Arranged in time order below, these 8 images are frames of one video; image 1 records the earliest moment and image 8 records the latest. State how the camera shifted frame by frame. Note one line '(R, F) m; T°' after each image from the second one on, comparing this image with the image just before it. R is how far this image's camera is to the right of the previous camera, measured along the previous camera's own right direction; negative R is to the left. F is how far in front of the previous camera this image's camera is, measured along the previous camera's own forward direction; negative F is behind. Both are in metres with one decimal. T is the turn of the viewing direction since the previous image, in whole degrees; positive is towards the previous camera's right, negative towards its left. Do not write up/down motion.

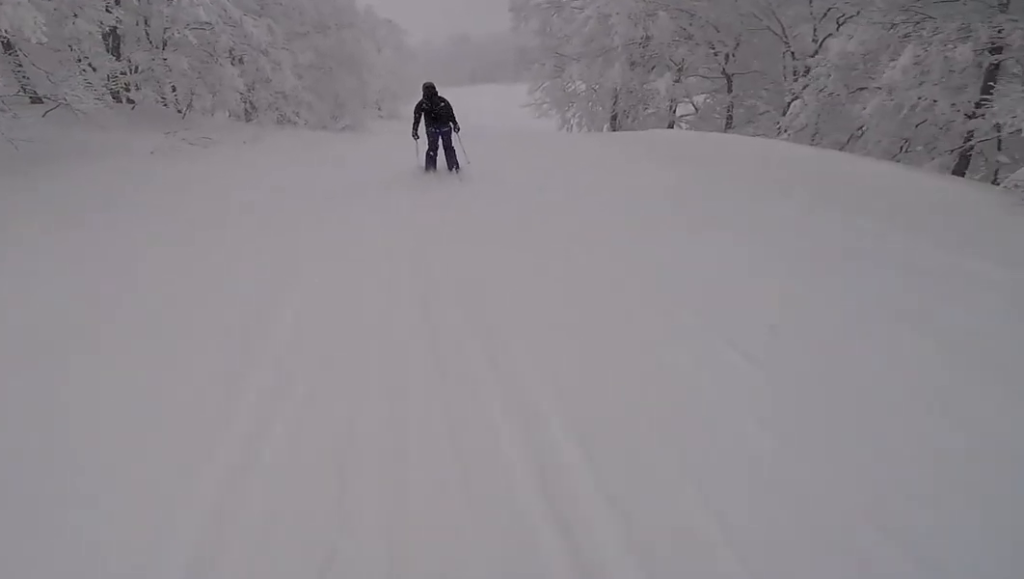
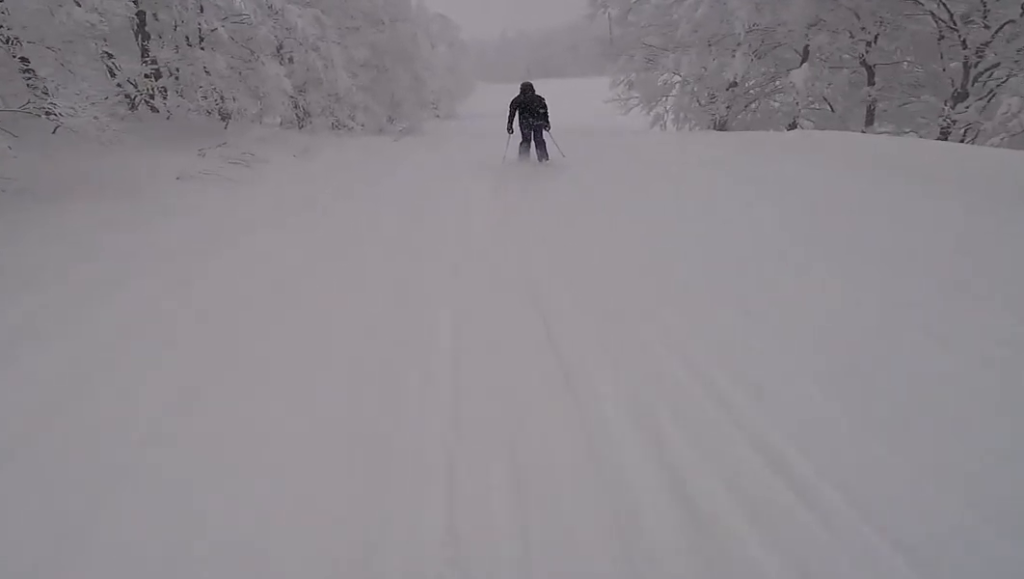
(+0.3, +2.4) m; 0°
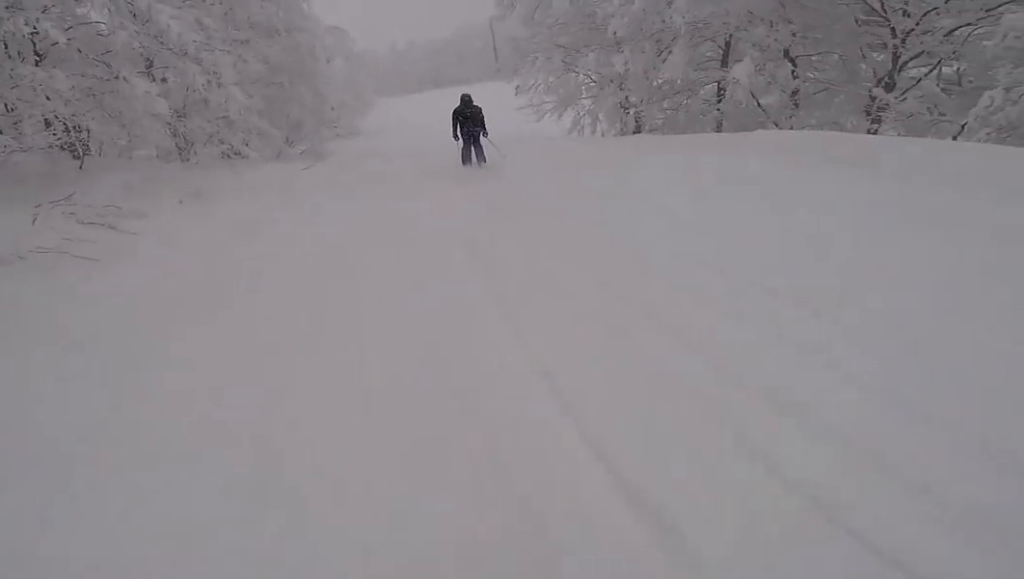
(-0.2, +2.4) m; +4°
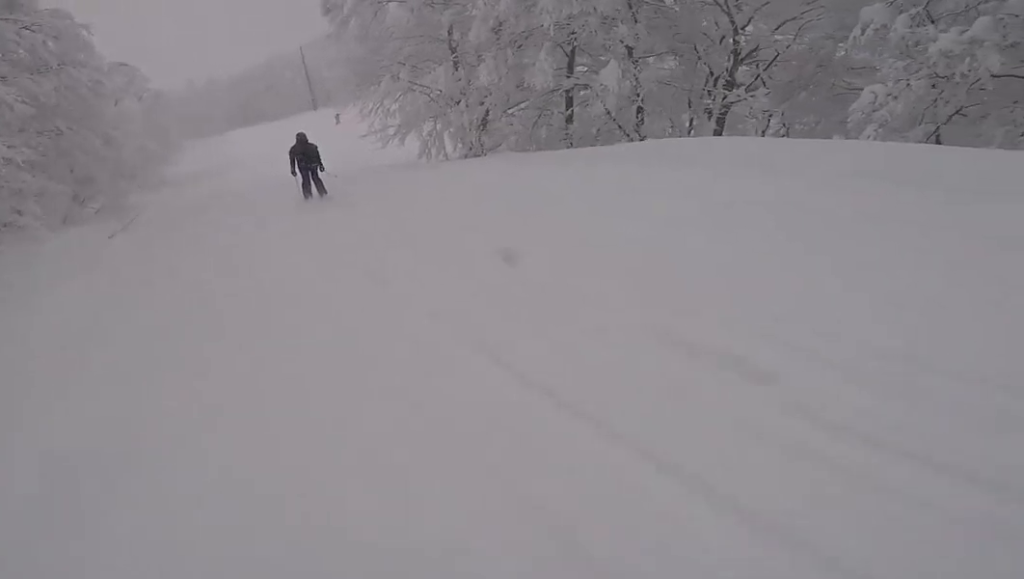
(-0.6, +2.5) m; +6°
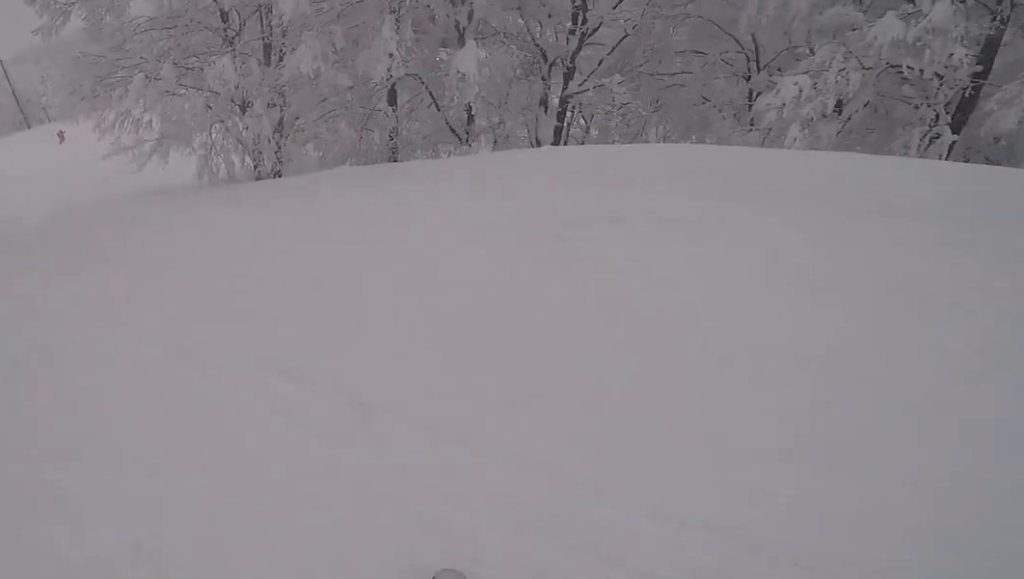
(+1.4, +3.3) m; +28°
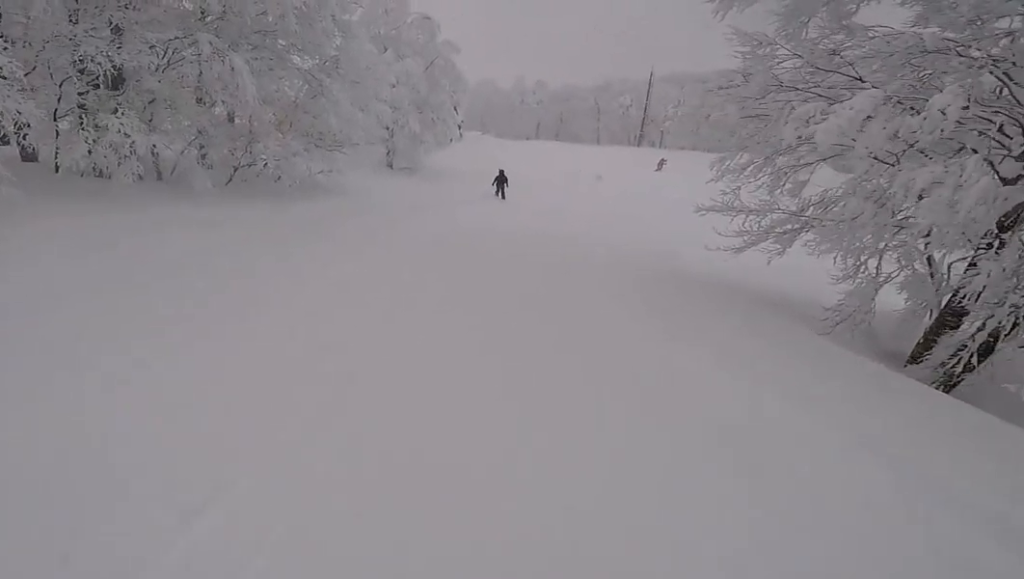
(-2.5, +7.1) m; -52°
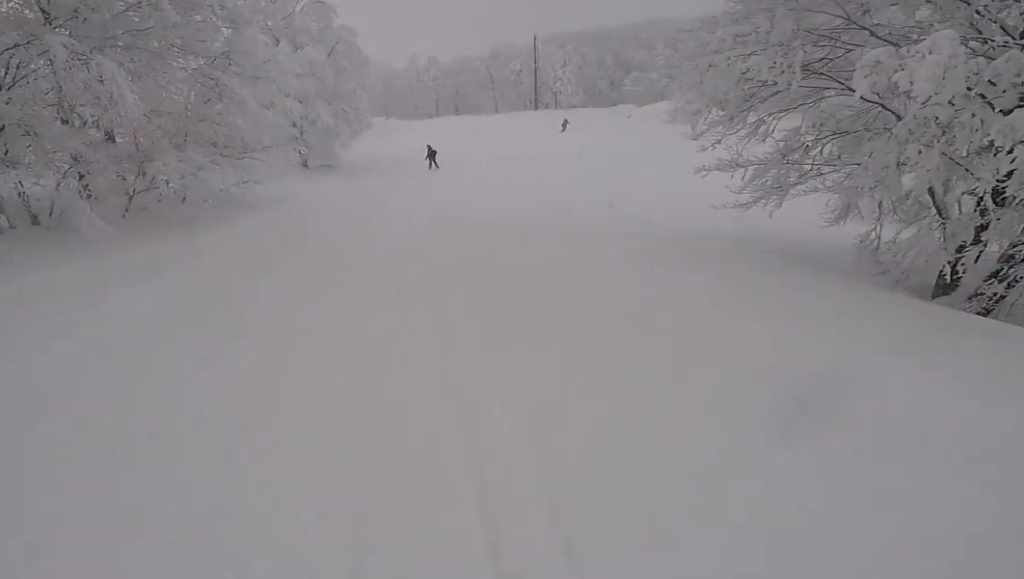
(-1.0, +3.0) m; +13°
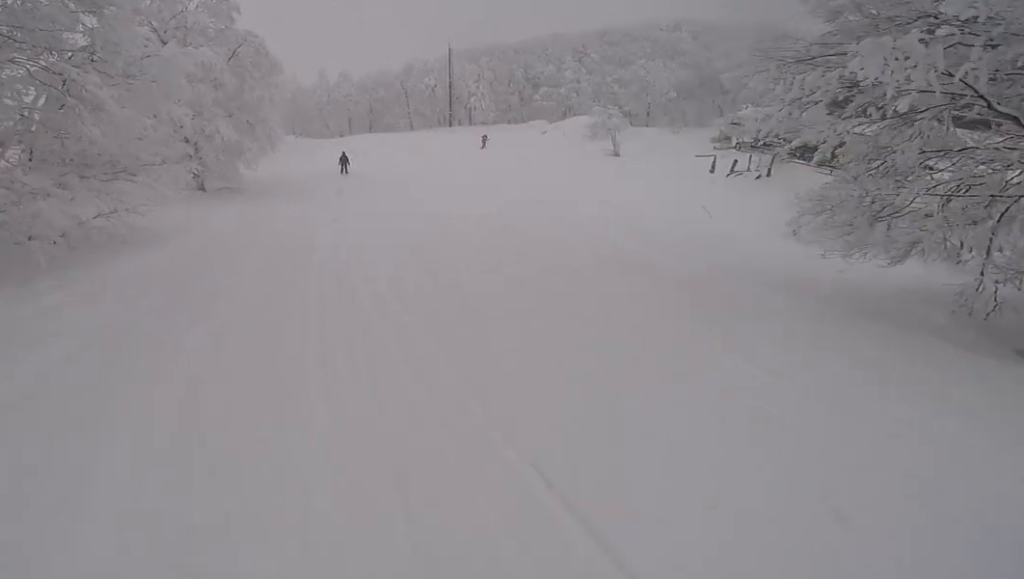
(+2.1, +4.9) m; +20°
